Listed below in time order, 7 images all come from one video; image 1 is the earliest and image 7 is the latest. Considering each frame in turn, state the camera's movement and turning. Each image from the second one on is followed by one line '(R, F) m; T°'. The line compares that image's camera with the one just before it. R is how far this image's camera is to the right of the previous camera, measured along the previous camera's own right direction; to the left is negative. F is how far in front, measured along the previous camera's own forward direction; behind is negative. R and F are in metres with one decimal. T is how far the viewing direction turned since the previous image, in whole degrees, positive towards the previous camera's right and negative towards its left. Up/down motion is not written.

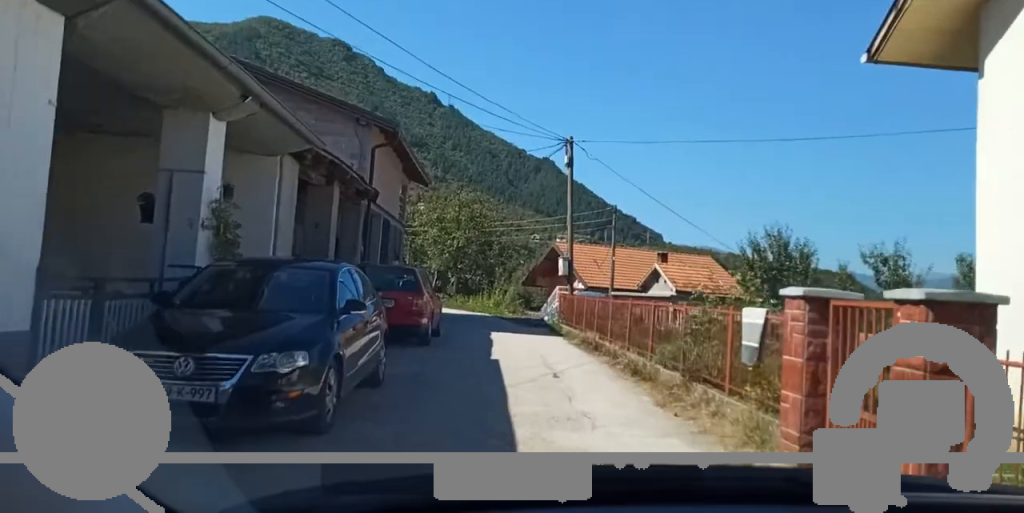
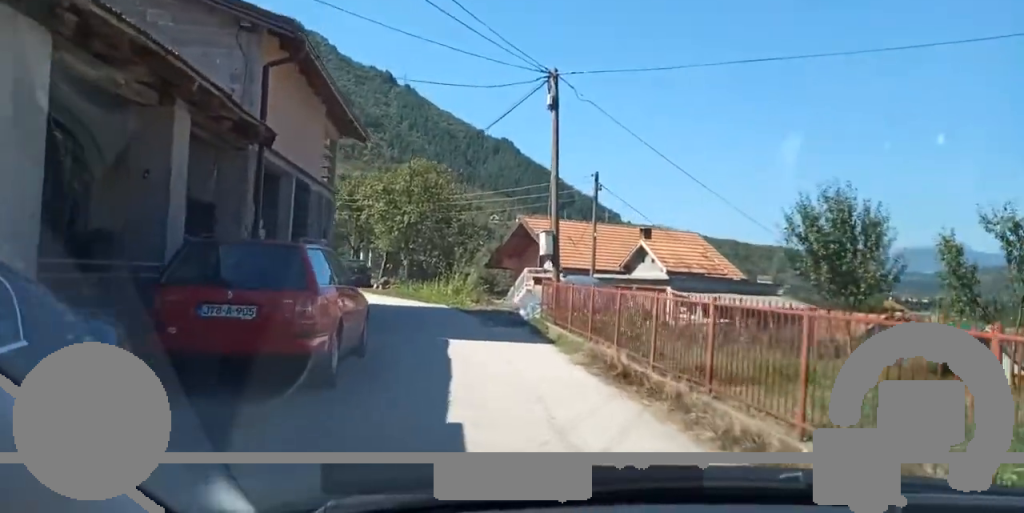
(-0.1, +4.7) m; -1°
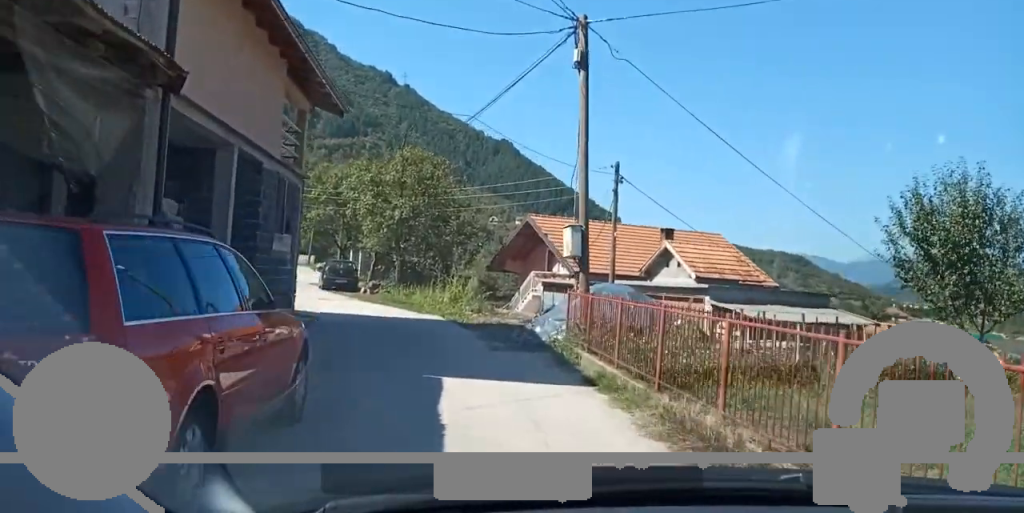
(0.0, +3.2) m; -1°
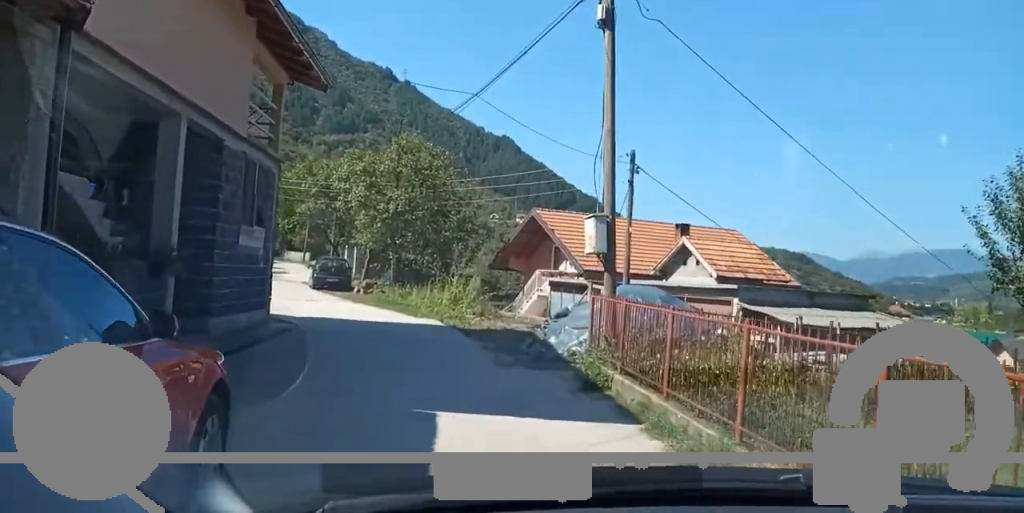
(0.0, +1.9) m; -1°
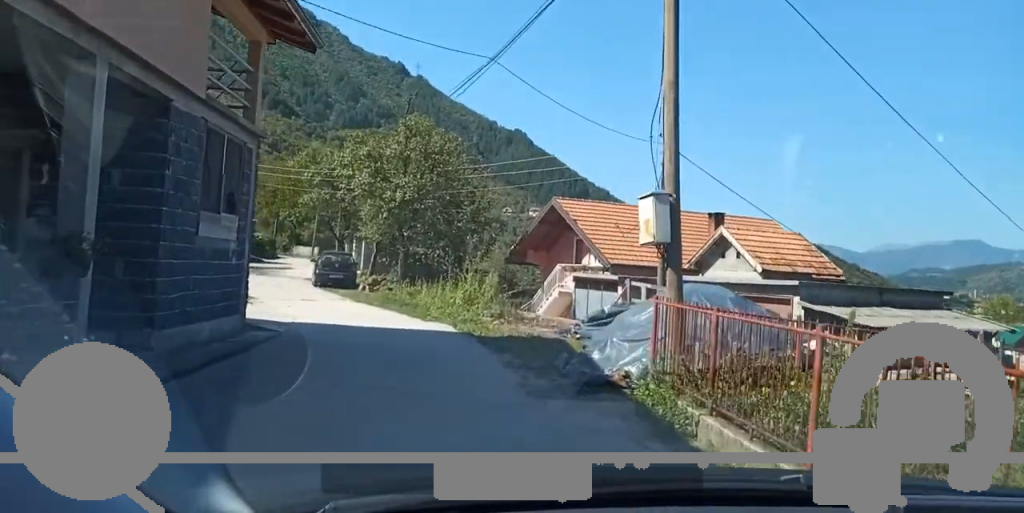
(0.0, +2.5) m; -1°
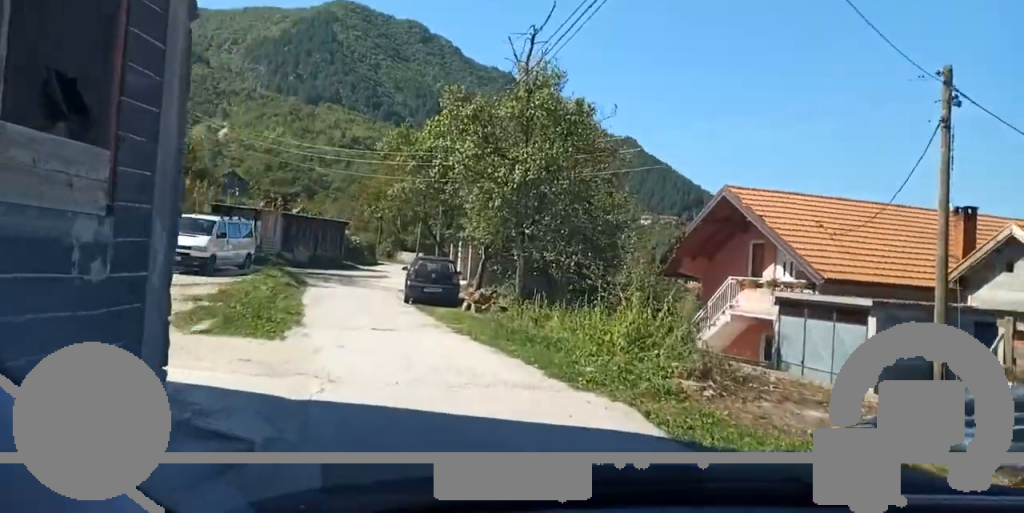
(0.0, +7.7) m; -2°
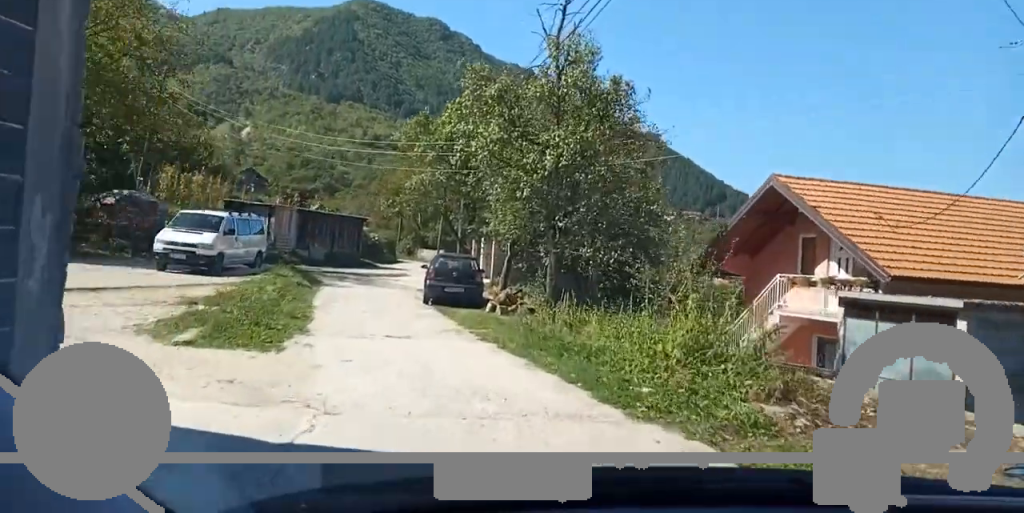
(+0.1, +1.7) m; -2°
